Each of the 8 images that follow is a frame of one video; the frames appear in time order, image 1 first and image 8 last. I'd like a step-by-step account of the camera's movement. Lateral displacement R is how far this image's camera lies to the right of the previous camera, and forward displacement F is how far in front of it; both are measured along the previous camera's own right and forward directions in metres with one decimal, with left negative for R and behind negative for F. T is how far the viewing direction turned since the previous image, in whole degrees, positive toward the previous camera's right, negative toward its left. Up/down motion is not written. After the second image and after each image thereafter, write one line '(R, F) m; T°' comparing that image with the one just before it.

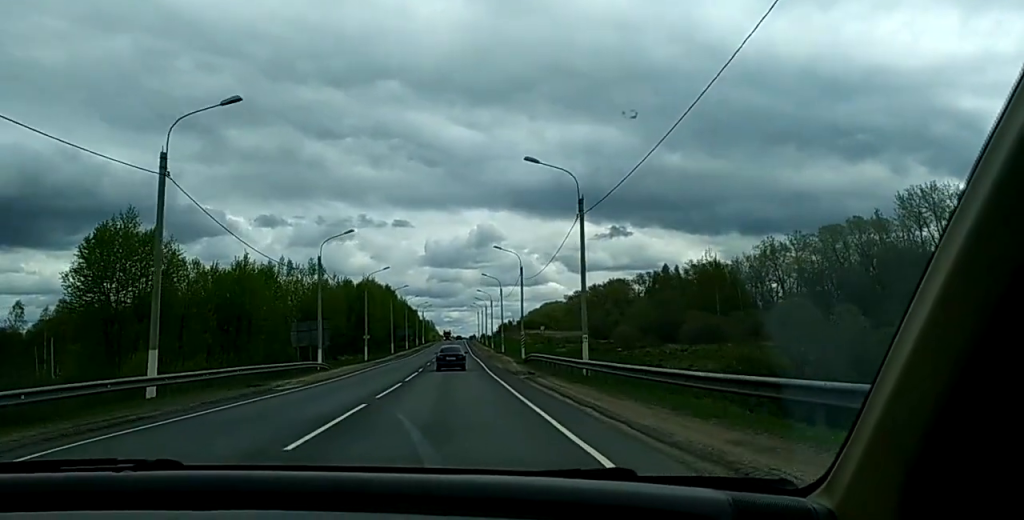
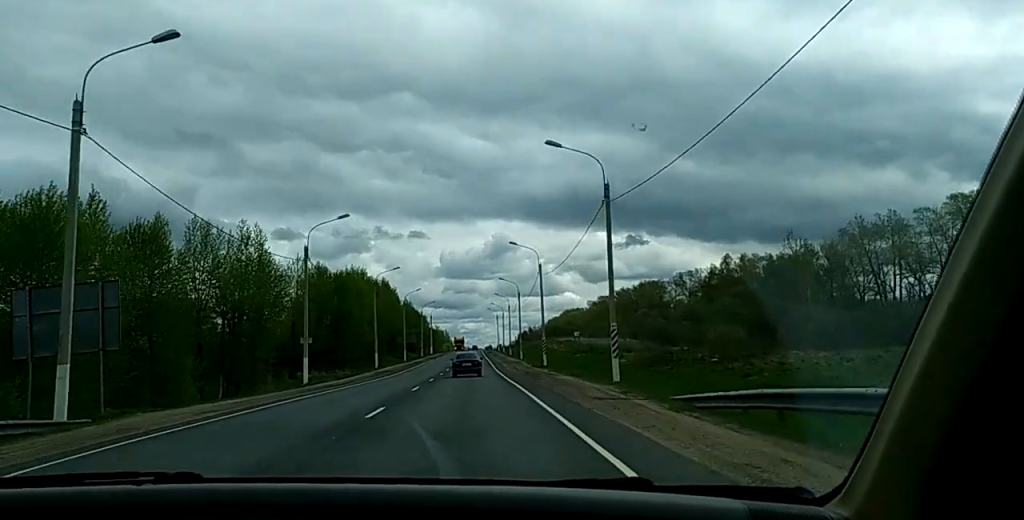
(-0.4, +46.0) m; -2°
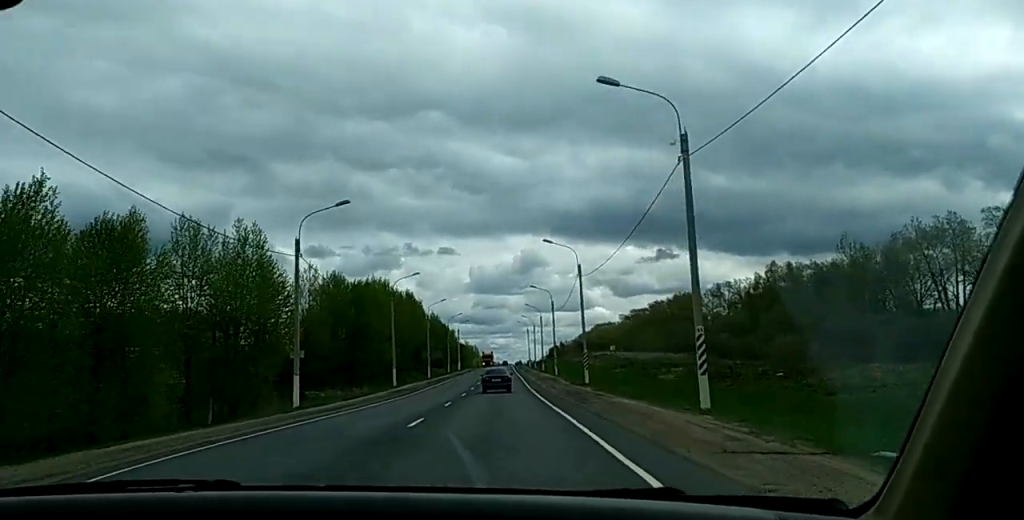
(-0.1, +10.1) m; 0°
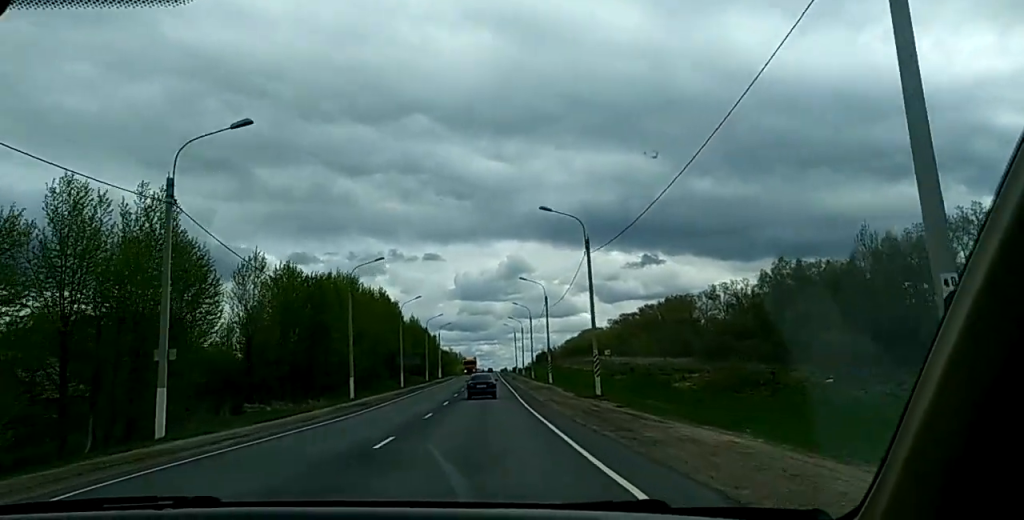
(-0.1, +14.0) m; 0°
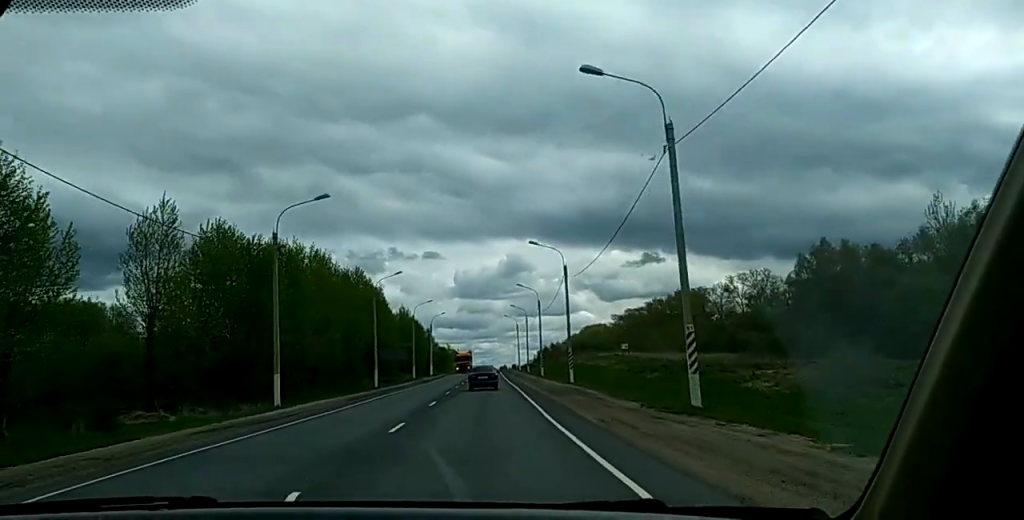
(0.0, +19.6) m; 0°
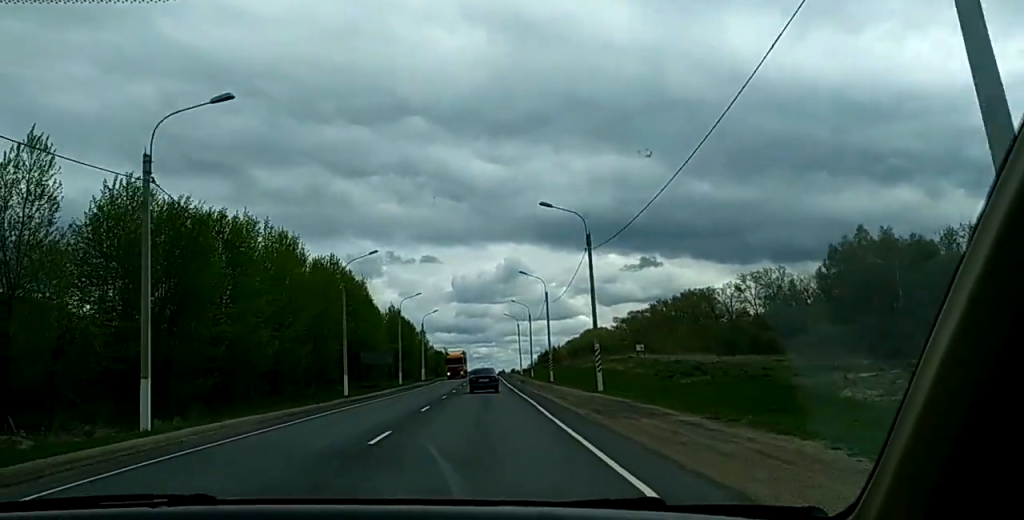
(+0.1, +13.0) m; 0°
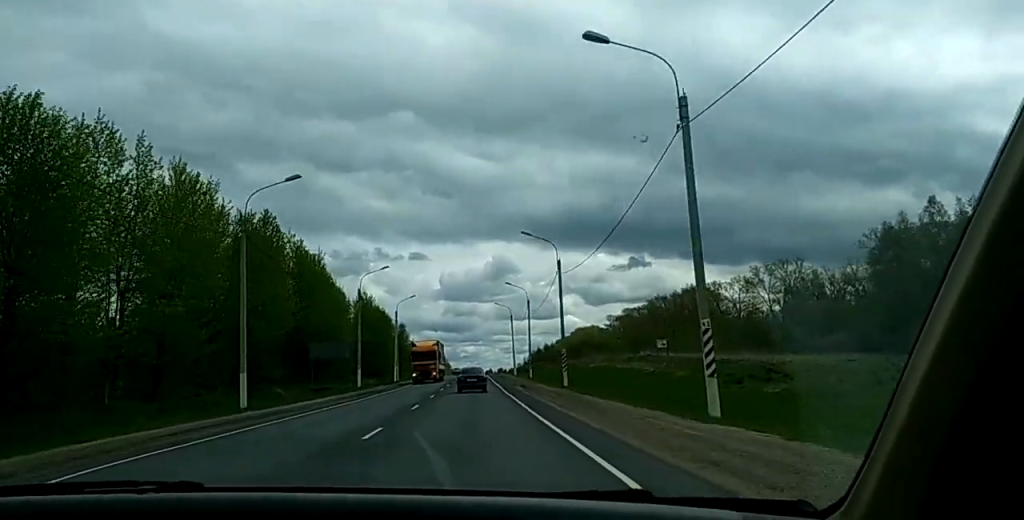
(-0.2, +19.9) m; -1°
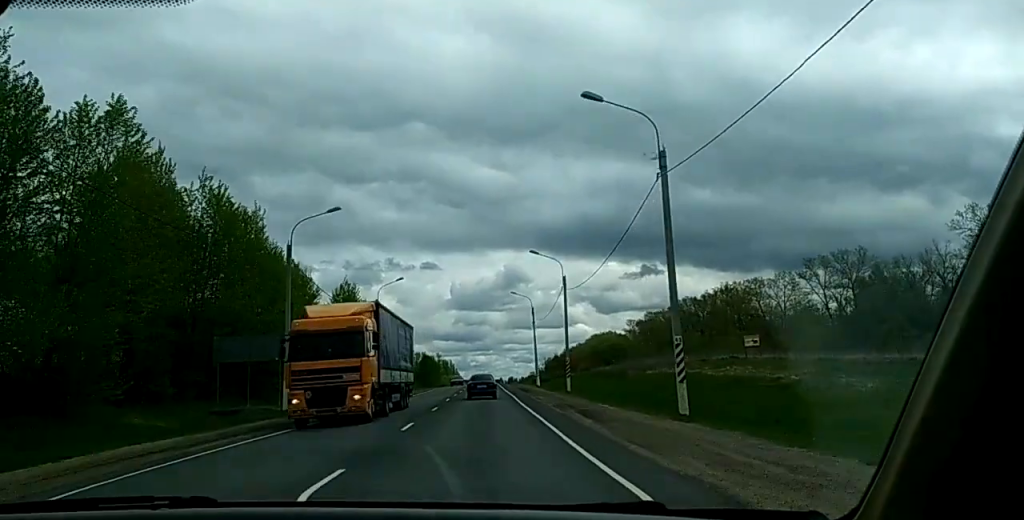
(-0.1, +26.9) m; +1°
